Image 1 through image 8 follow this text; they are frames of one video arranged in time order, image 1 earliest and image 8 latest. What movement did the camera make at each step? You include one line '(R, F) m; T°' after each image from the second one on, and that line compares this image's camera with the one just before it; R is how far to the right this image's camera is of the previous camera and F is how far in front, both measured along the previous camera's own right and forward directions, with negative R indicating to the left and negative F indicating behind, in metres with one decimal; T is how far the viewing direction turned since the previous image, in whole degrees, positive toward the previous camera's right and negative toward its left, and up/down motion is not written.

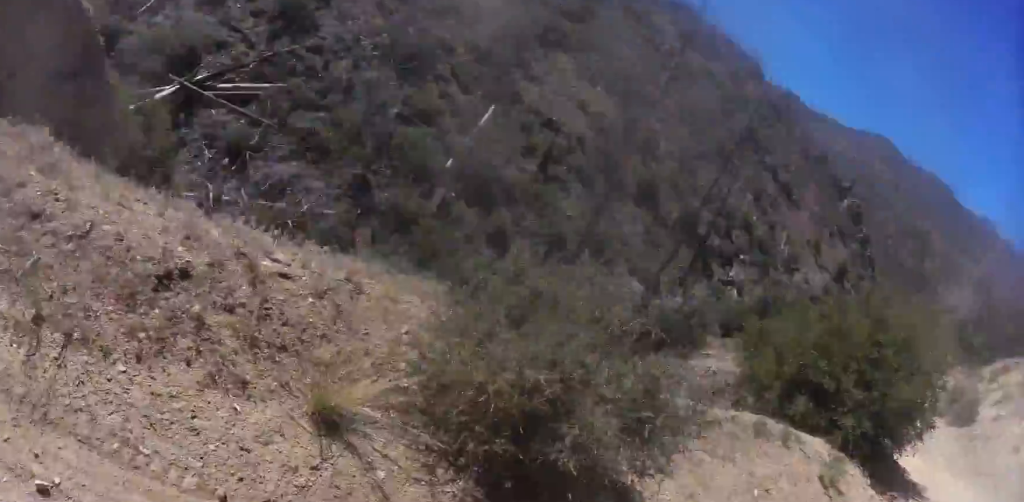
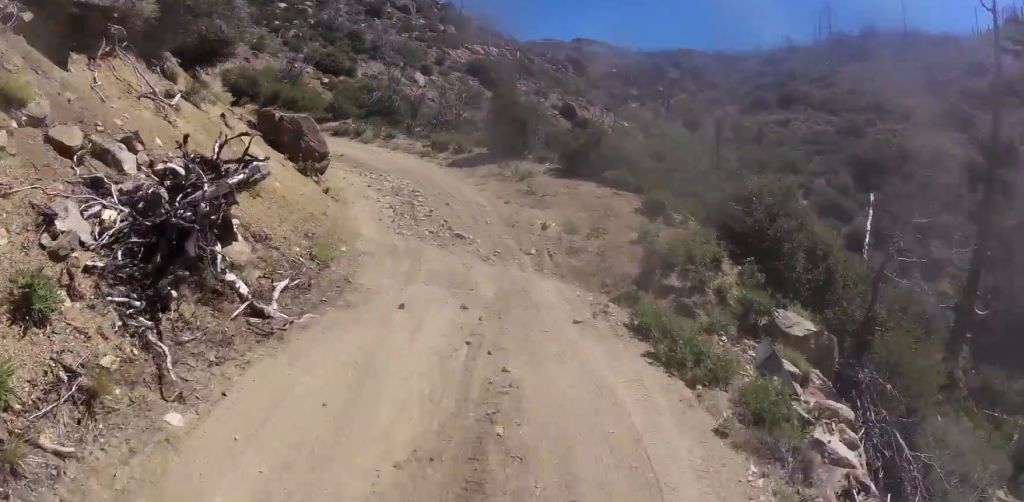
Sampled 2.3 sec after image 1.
(-0.1, +16.7) m; -6°
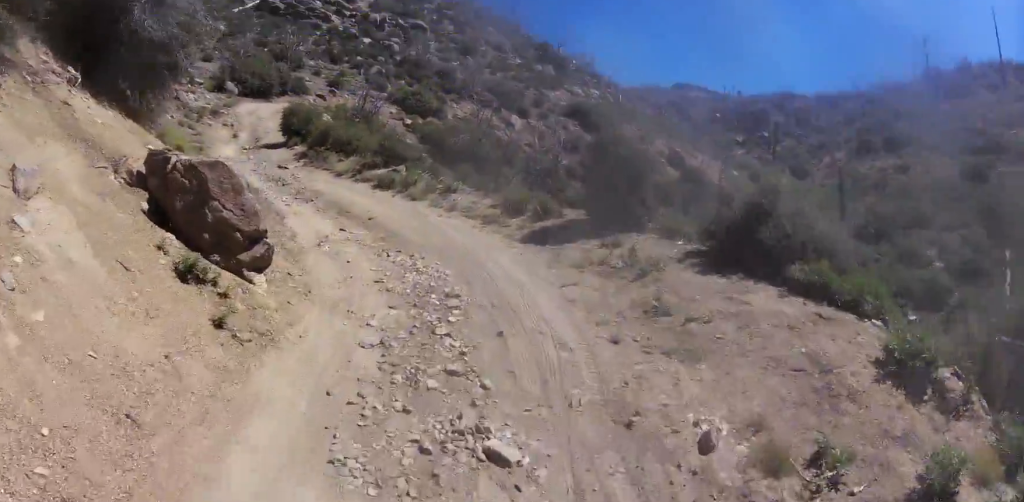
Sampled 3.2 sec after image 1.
(-0.1, +6.4) m; -7°
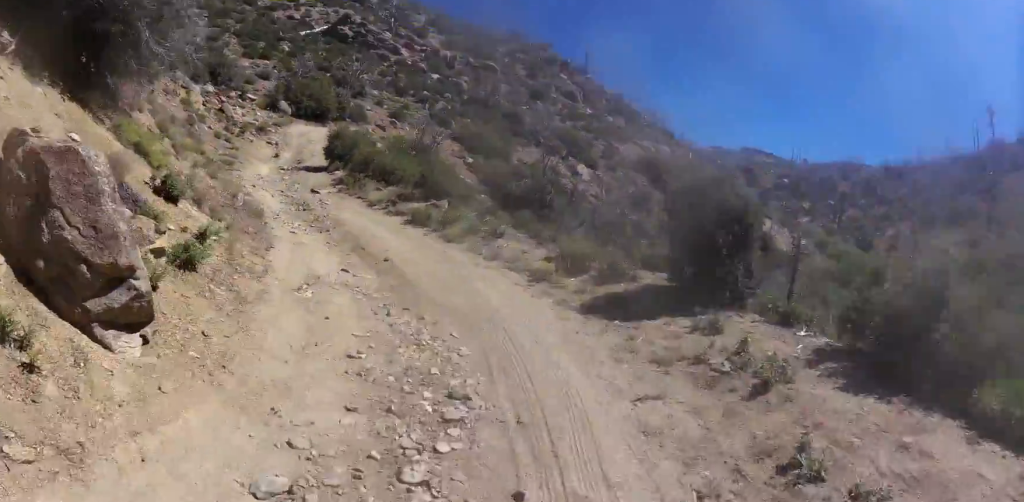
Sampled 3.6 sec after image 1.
(0.0, +2.9) m; -3°
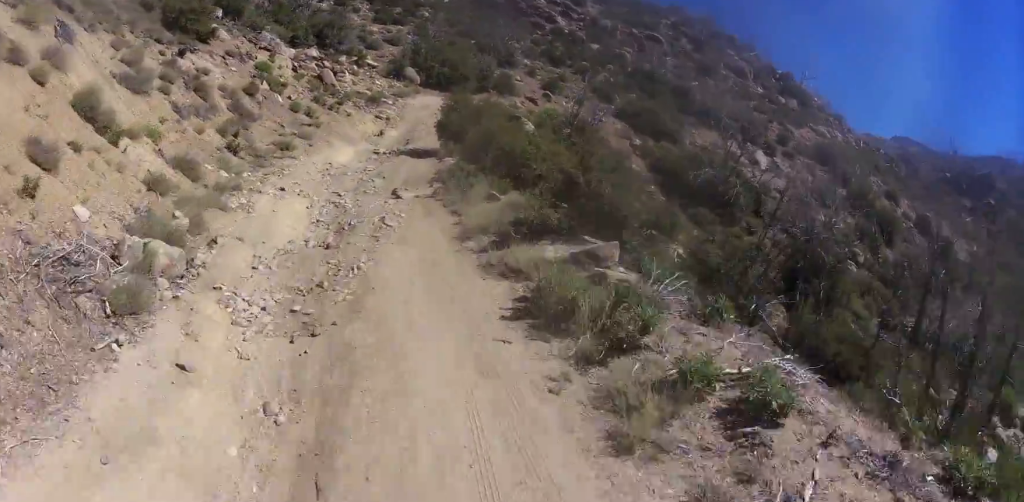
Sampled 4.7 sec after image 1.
(-0.9, +7.8) m; -11°
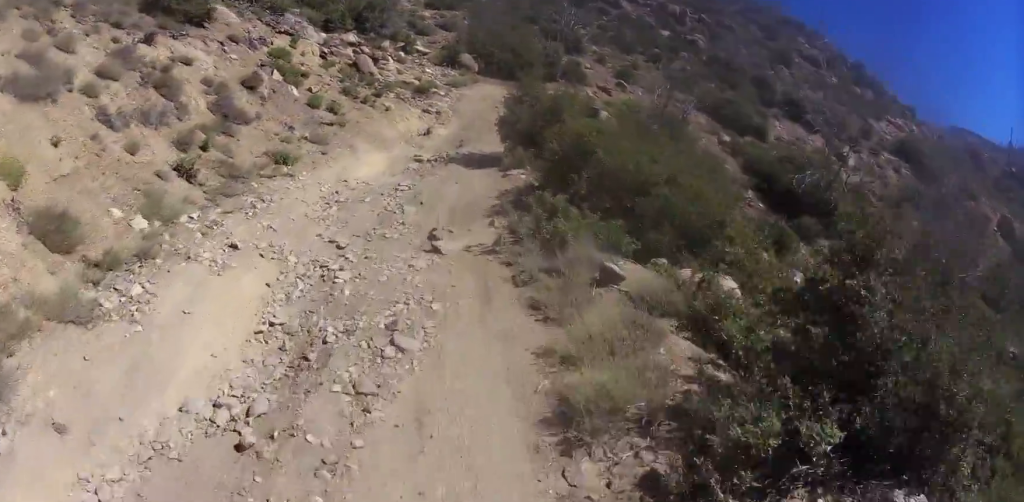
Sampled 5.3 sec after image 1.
(+0.2, +4.5) m; -8°
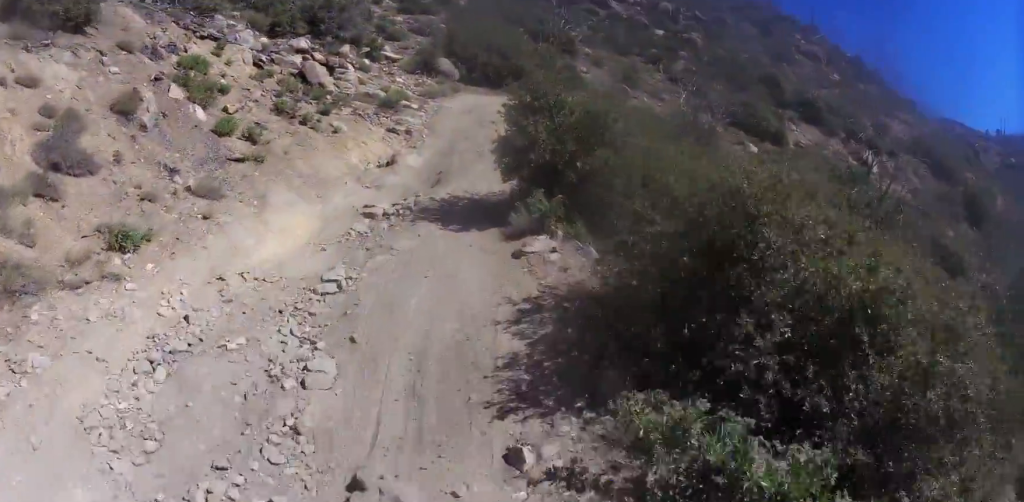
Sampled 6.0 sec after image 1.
(-0.8, +4.9) m; -8°
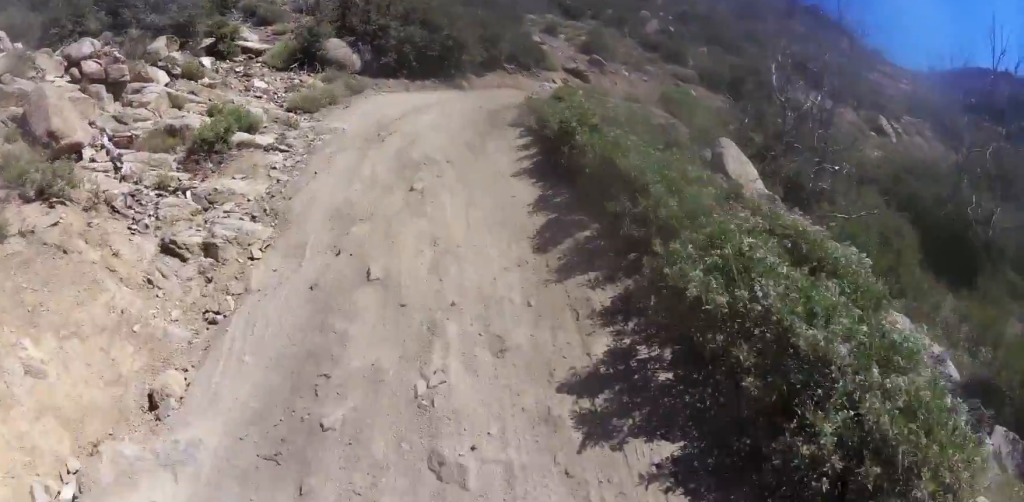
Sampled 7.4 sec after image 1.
(-0.7, +9.7) m; +5°
